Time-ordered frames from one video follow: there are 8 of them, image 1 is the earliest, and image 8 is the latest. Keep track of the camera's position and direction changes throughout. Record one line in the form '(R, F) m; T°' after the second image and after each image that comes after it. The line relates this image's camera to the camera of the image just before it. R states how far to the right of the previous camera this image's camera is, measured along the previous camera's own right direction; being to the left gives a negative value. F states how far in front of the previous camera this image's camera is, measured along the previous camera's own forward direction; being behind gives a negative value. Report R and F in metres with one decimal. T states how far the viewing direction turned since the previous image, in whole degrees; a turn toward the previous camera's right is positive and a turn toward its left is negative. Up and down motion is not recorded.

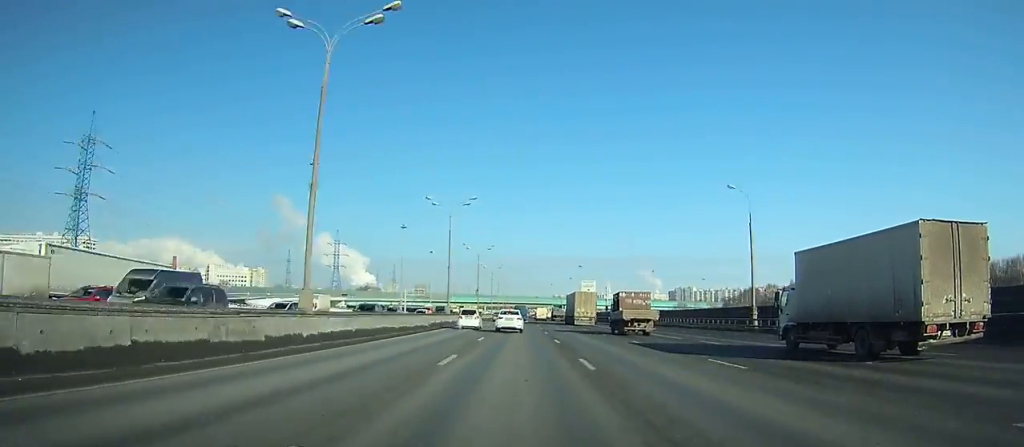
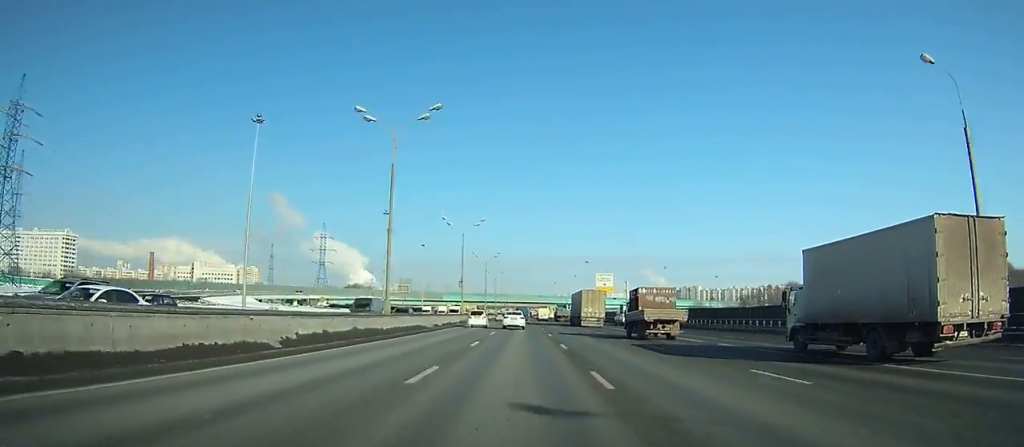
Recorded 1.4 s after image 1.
(-0.1, +27.9) m; 0°
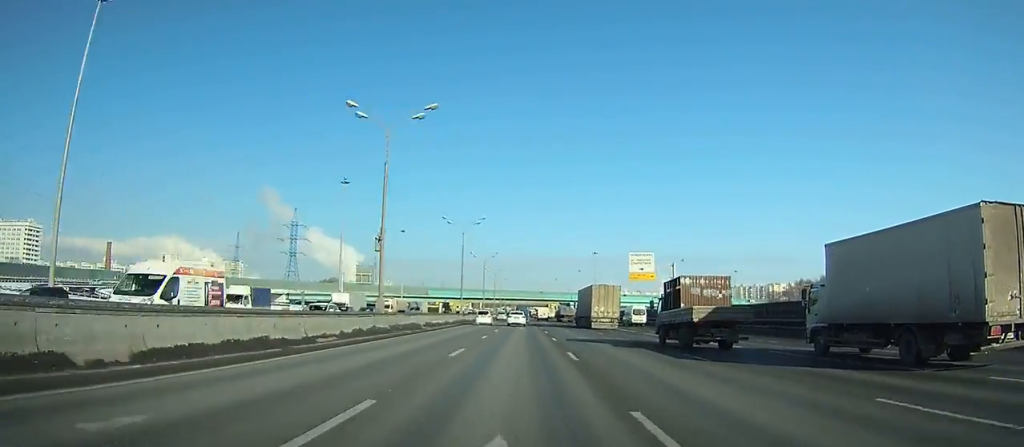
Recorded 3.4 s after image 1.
(+0.1, +41.0) m; 0°
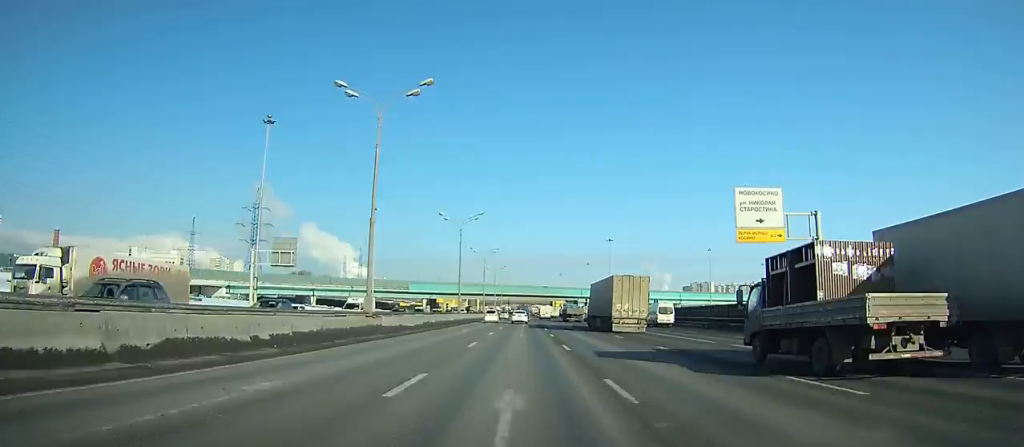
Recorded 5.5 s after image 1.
(+0.1, +43.9) m; 0°
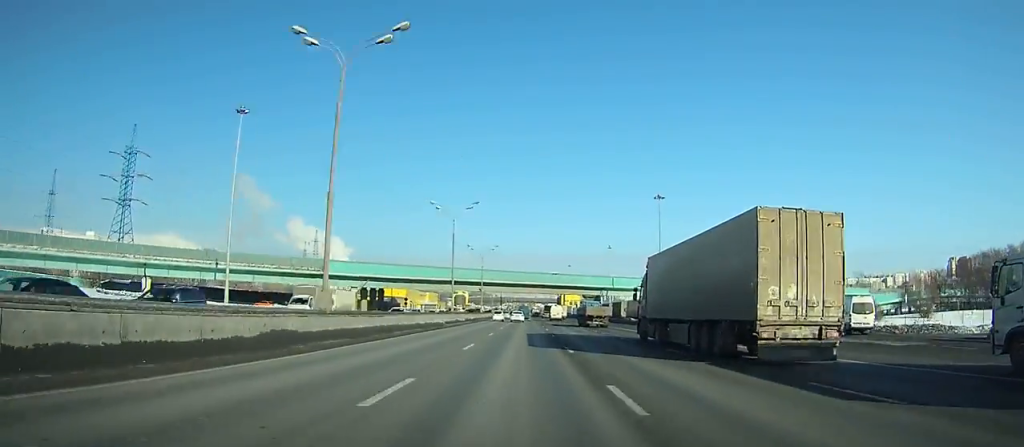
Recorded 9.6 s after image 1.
(-0.1, +88.2) m; 0°
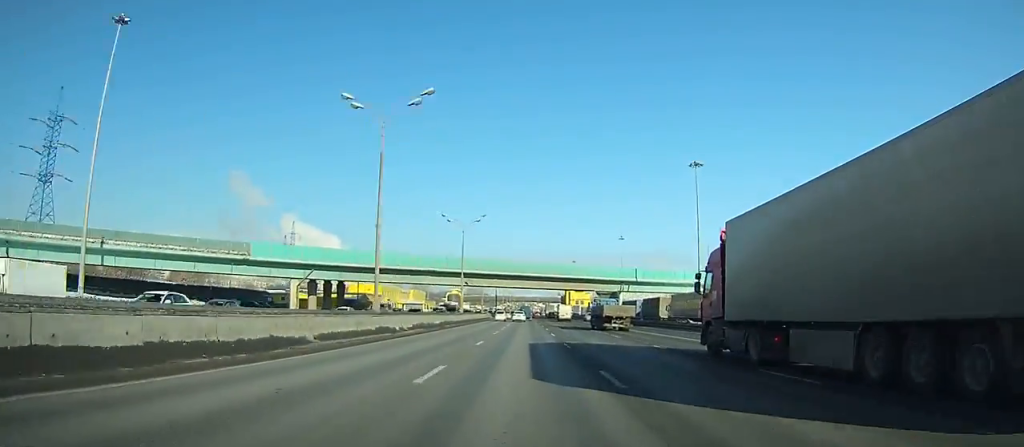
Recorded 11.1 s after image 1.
(0.0, +32.8) m; 0°
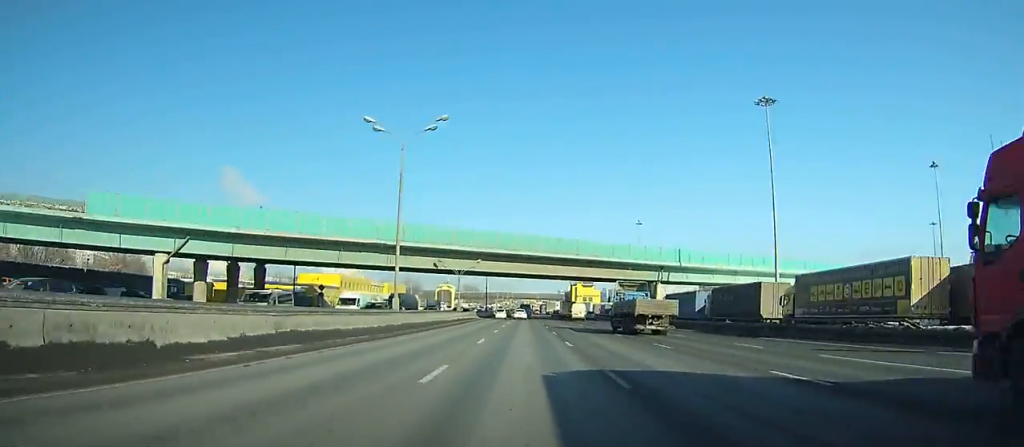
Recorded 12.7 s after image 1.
(0.0, +35.2) m; 0°
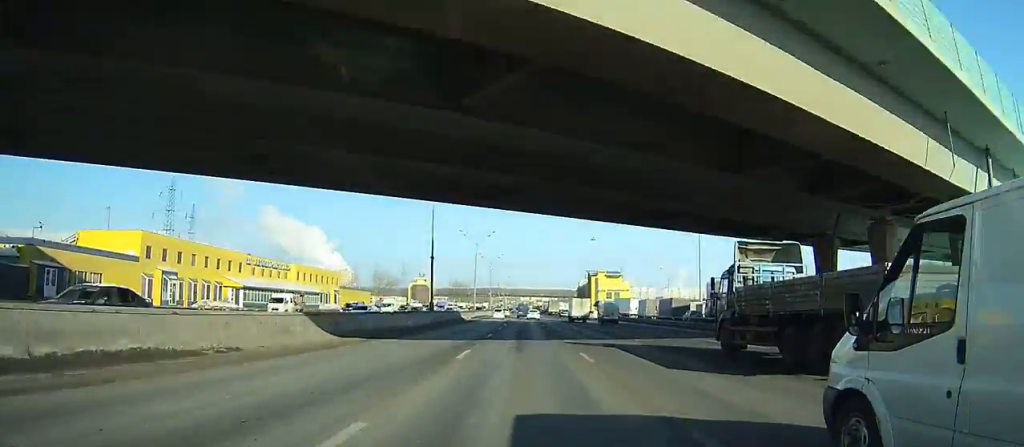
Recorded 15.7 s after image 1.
(-0.2, +65.4) m; 0°
